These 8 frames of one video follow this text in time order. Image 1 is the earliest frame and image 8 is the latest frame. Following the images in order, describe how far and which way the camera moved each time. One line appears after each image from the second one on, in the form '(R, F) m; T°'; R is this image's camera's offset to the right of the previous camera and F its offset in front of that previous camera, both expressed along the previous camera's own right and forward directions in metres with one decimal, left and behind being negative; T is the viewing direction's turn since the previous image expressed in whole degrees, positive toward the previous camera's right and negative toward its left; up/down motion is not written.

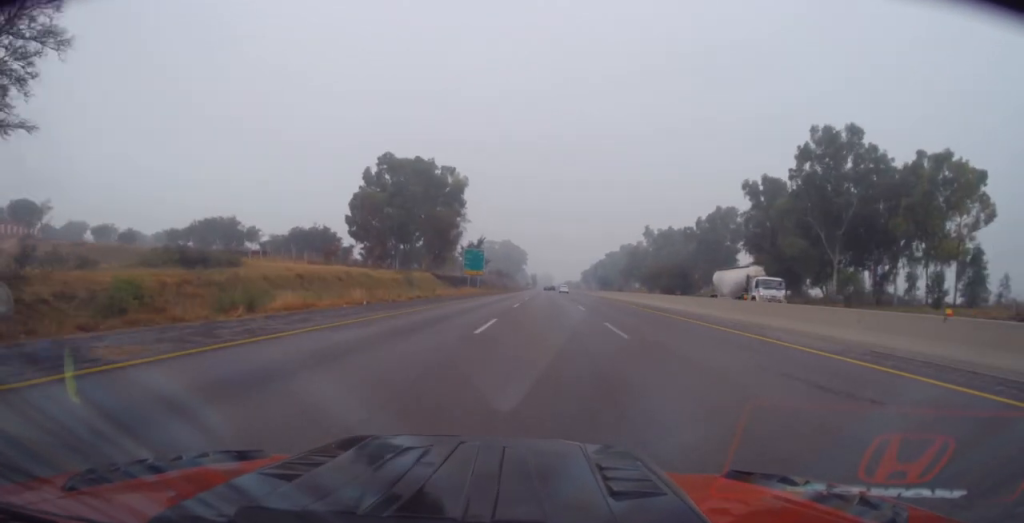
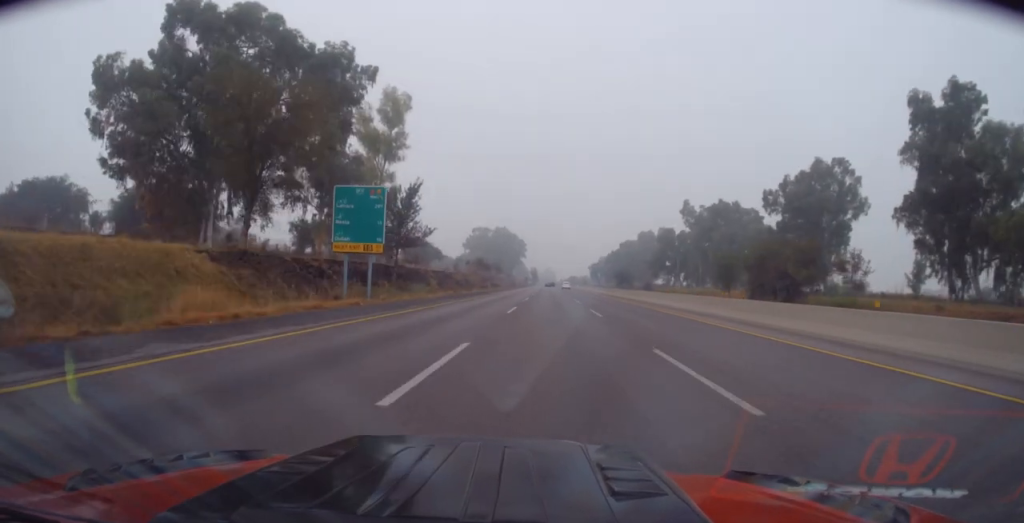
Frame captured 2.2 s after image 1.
(0.0, +62.2) m; 0°
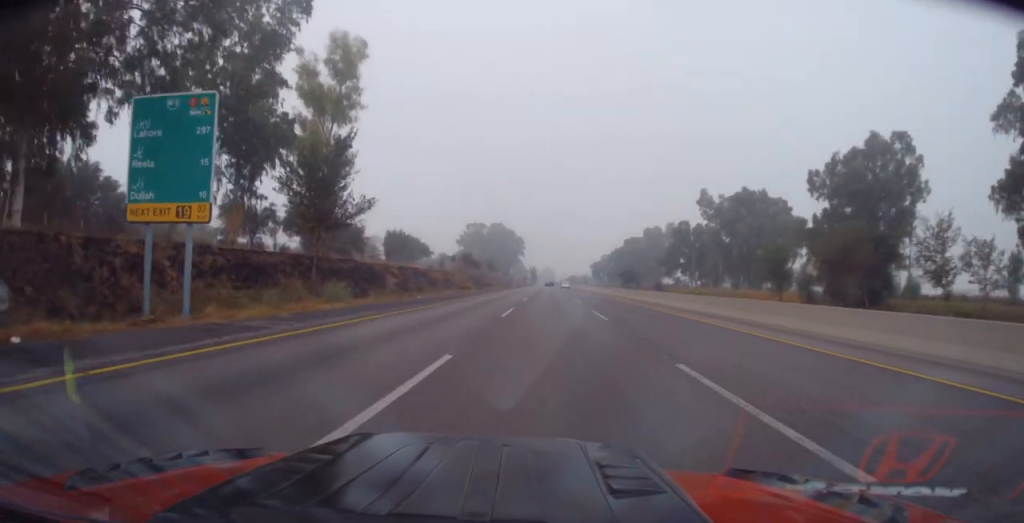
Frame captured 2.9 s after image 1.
(-0.2, +20.1) m; 0°
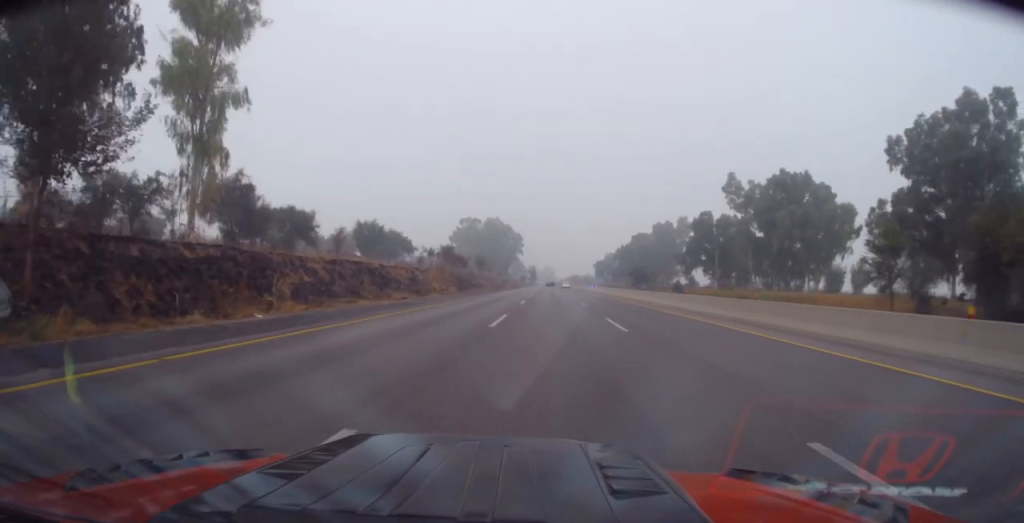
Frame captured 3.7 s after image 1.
(0.0, +23.0) m; 0°
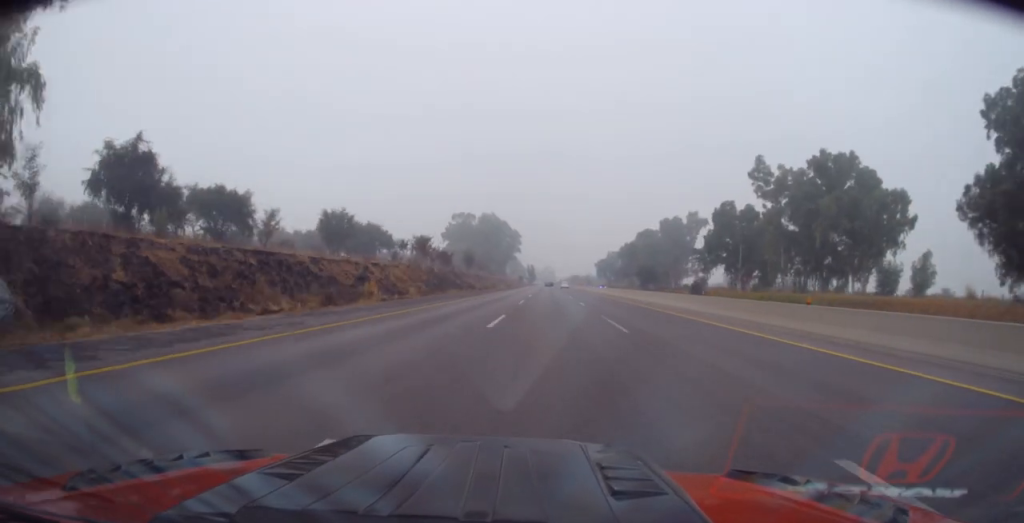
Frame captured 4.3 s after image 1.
(+0.1, +18.3) m; 0°
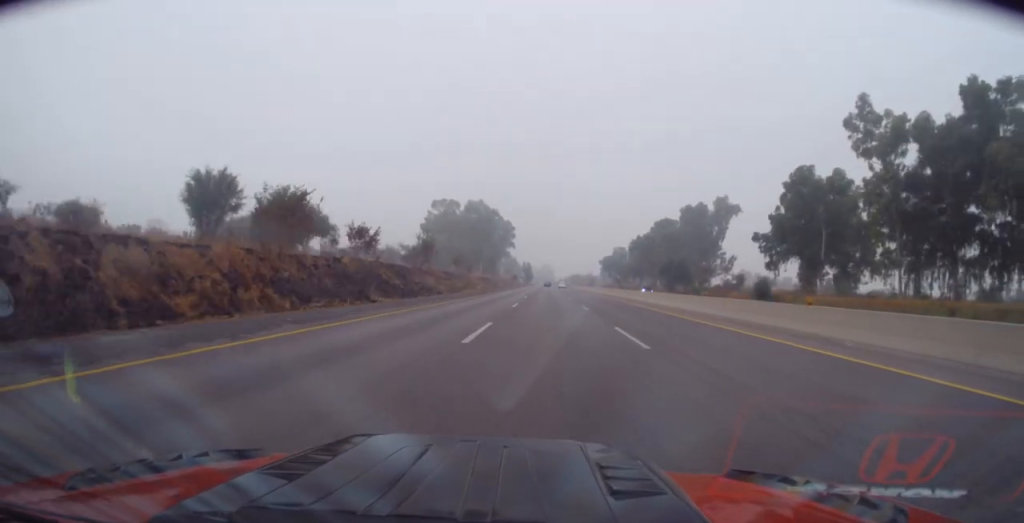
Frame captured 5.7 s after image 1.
(+0.1, +39.8) m; 0°
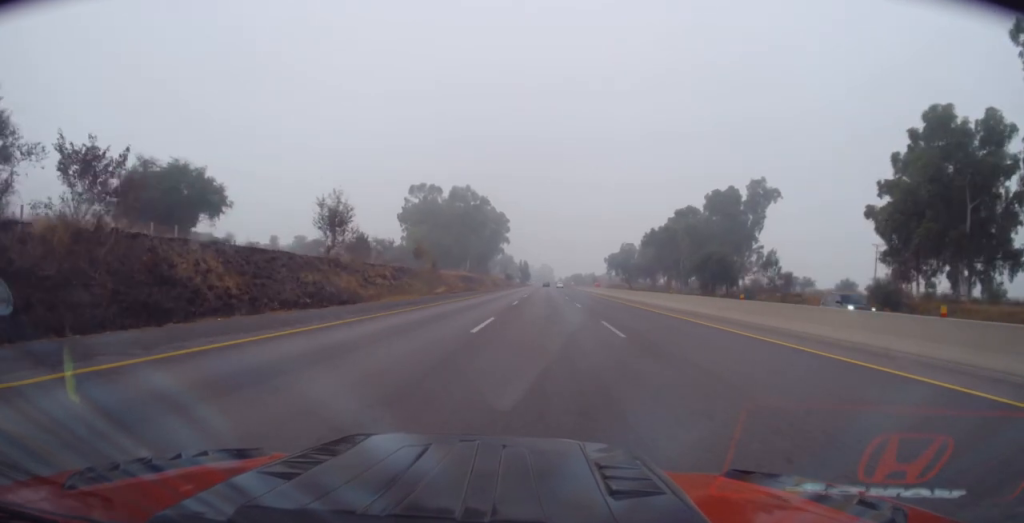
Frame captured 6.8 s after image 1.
(-0.2, +33.2) m; -1°
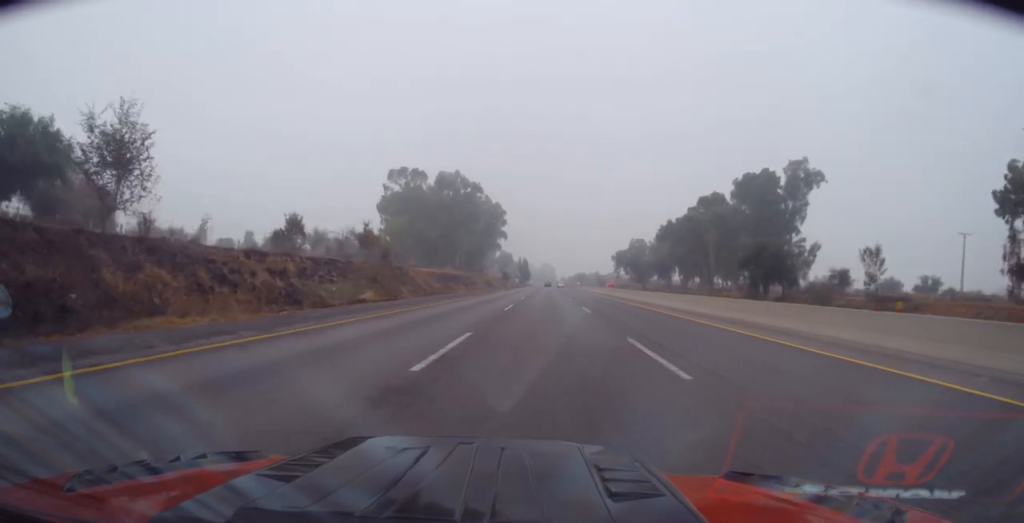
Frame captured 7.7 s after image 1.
(-0.1, +24.5) m; 0°
